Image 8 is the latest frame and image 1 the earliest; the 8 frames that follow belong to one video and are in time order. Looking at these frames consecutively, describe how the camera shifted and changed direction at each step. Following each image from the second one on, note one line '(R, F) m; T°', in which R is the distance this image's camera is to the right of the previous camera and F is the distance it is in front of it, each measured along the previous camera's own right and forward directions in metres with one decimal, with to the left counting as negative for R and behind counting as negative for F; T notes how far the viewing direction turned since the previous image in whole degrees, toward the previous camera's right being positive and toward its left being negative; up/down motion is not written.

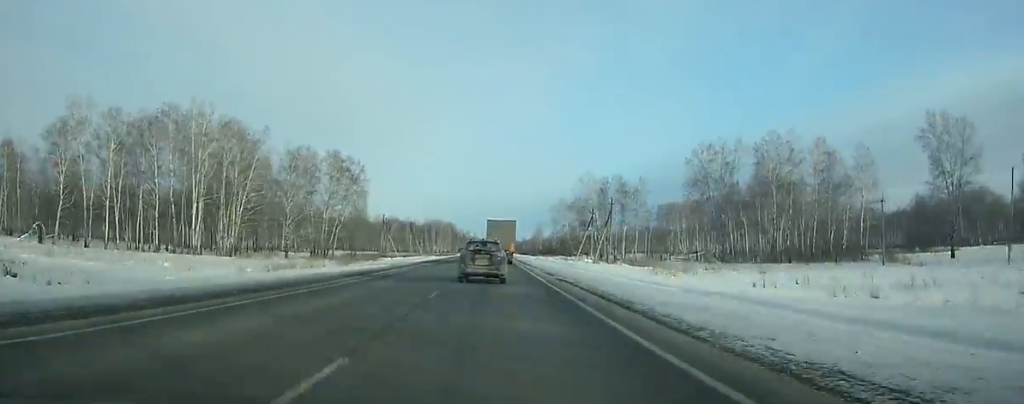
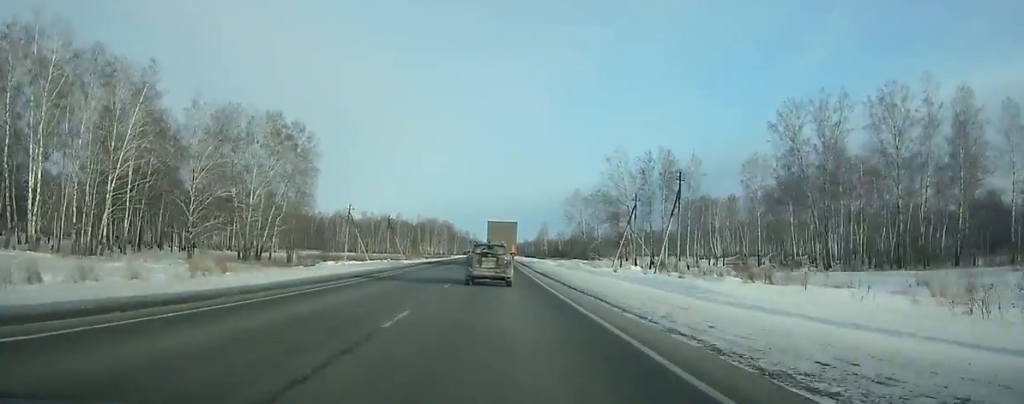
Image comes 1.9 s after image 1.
(0.0, +41.8) m; 0°
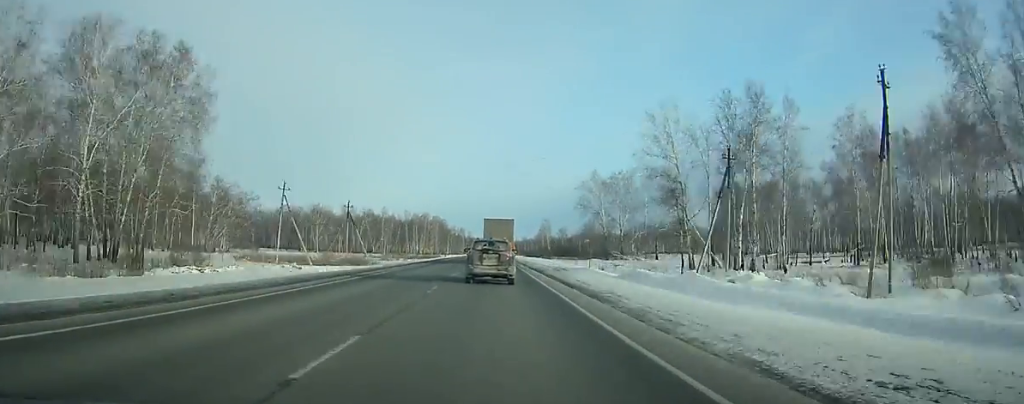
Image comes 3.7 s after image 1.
(+0.1, +39.5) m; 0°
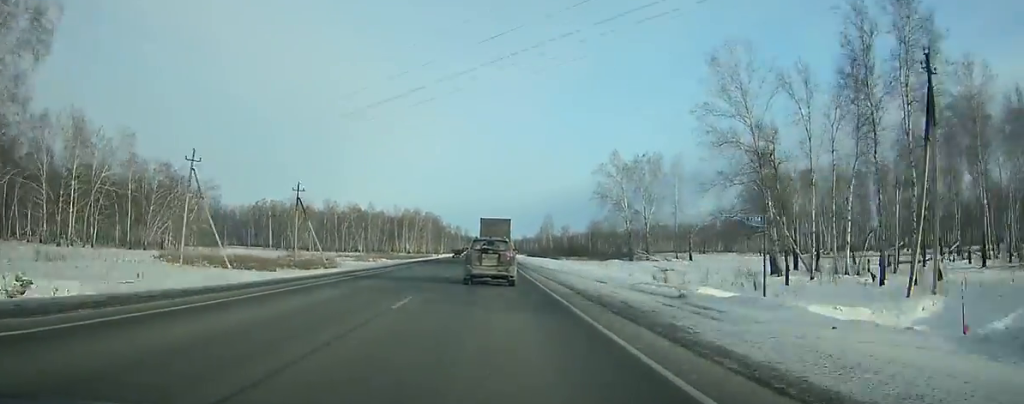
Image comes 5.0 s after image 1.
(+0.1, +28.6) m; 0°
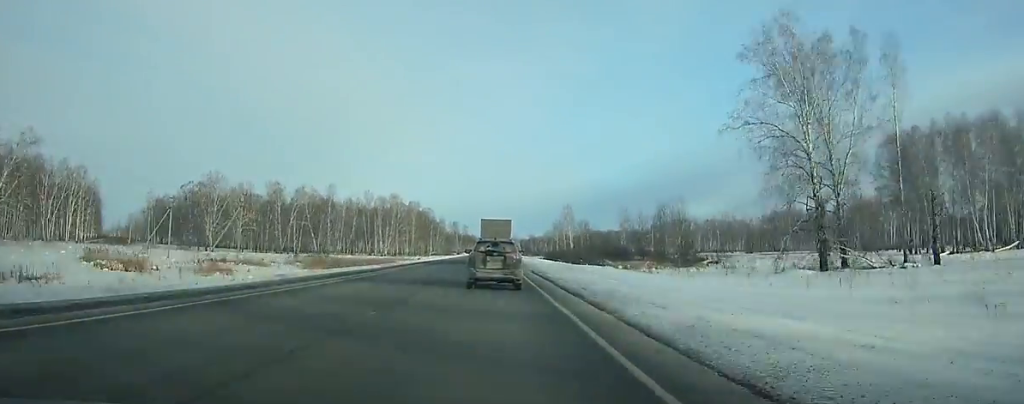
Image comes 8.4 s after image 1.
(0.0, +74.7) m; -1°
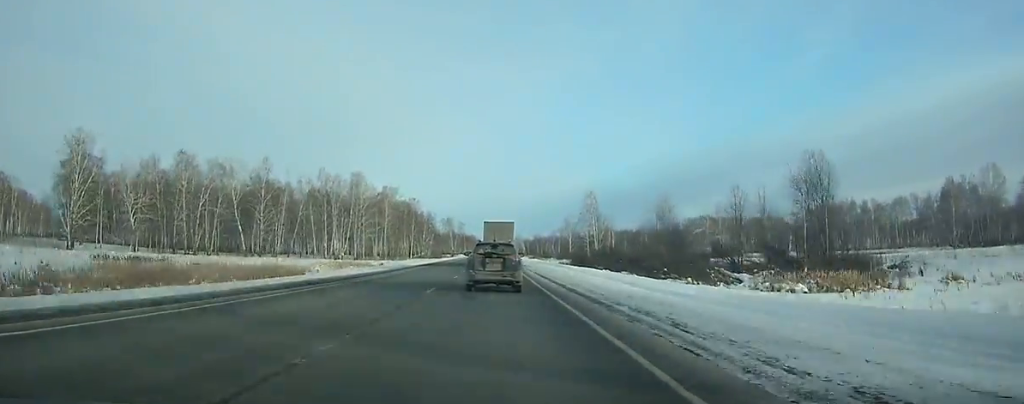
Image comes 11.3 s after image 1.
(-0.5, +63.8) m; 0°
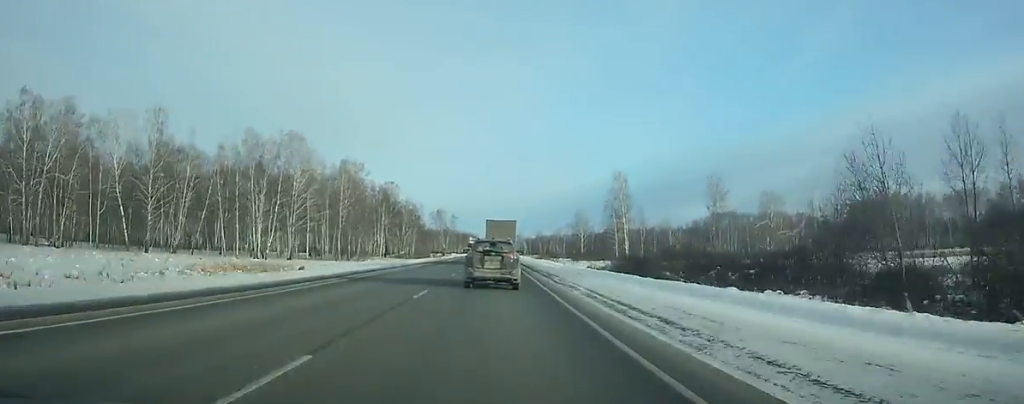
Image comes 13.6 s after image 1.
(+0.3, +51.0) m; 0°
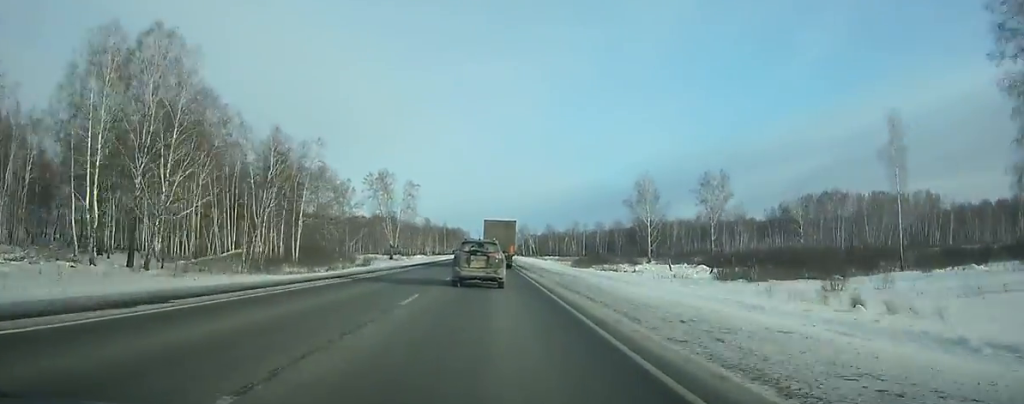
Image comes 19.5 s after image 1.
(+0.4, +132.5) m; 0°
